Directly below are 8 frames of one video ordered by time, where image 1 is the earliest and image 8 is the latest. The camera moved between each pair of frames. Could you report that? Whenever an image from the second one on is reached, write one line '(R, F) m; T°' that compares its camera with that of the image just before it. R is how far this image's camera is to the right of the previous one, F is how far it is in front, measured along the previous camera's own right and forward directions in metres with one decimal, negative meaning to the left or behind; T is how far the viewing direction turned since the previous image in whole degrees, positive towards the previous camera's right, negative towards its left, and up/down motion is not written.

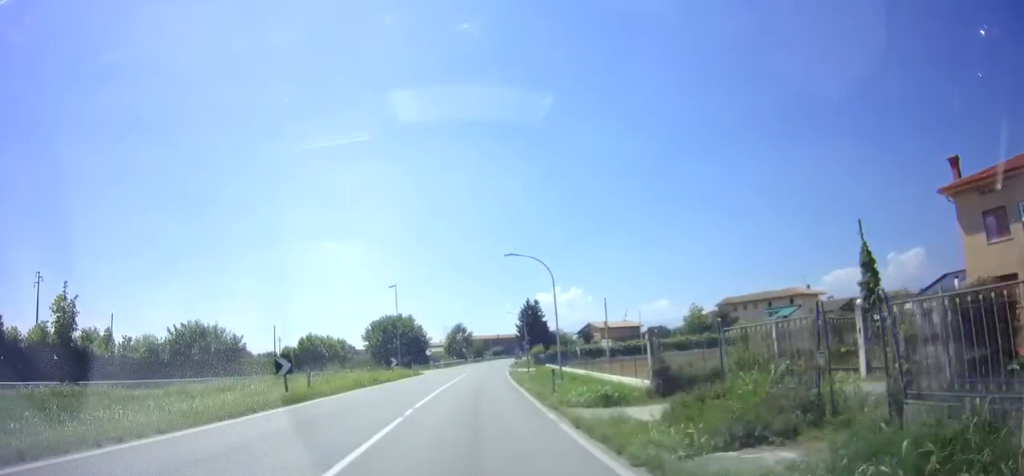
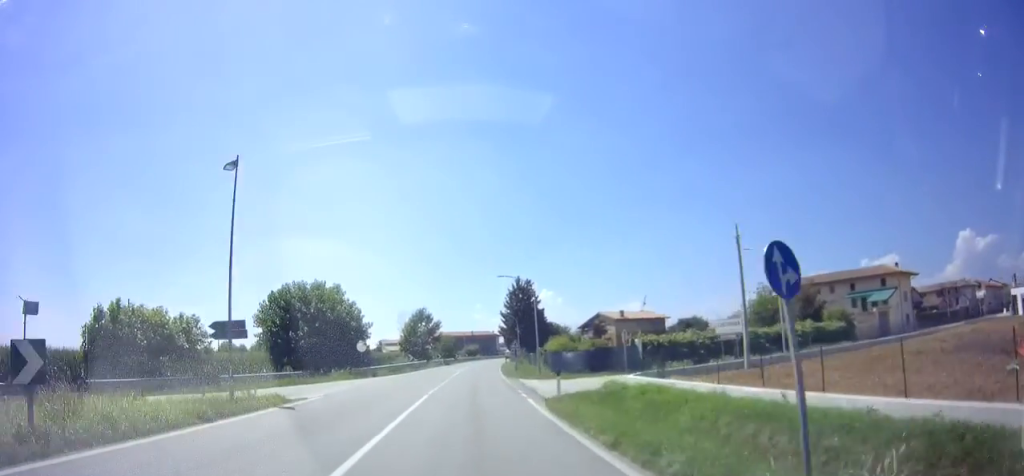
(+1.2, +30.7) m; +2°
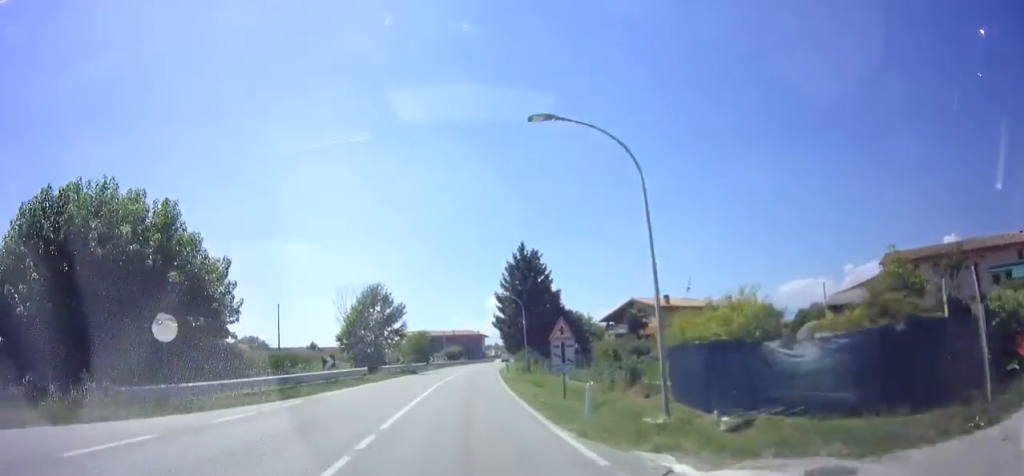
(+0.4, +25.4) m; +2°
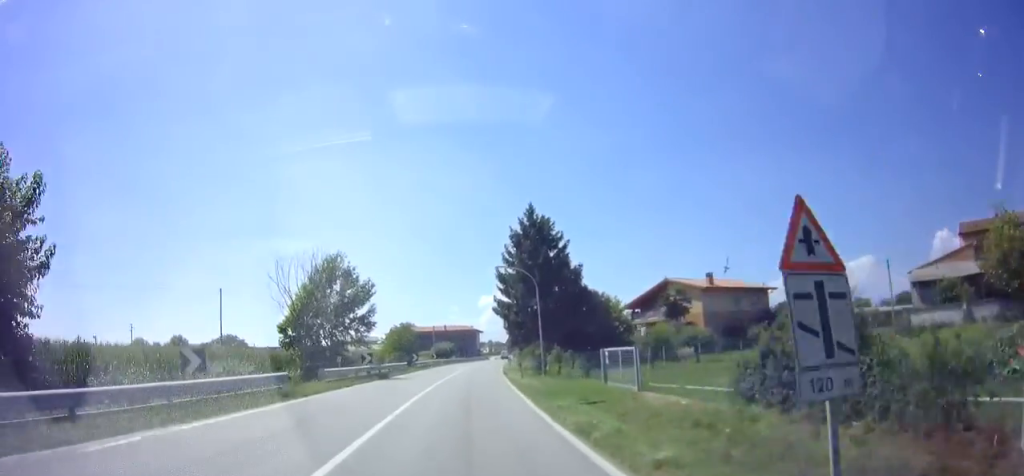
(+0.2, +12.4) m; +1°
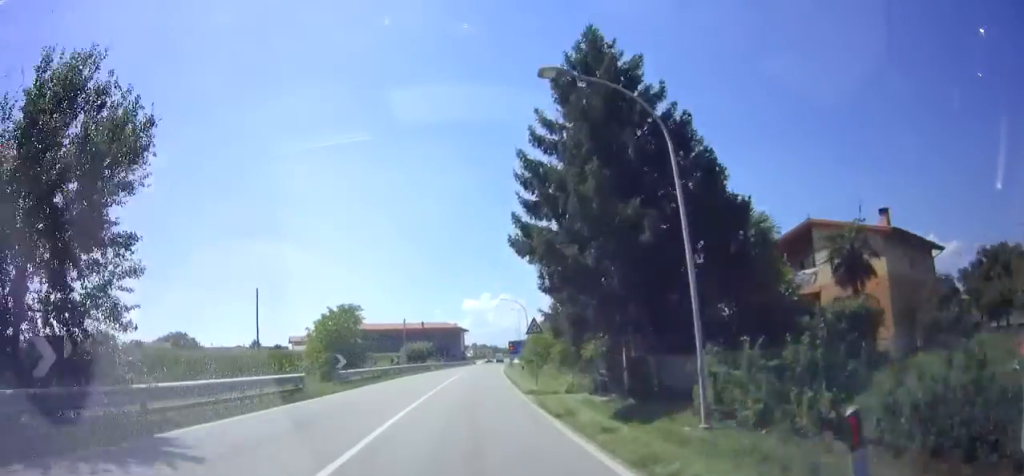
(+0.6, +23.7) m; +2°
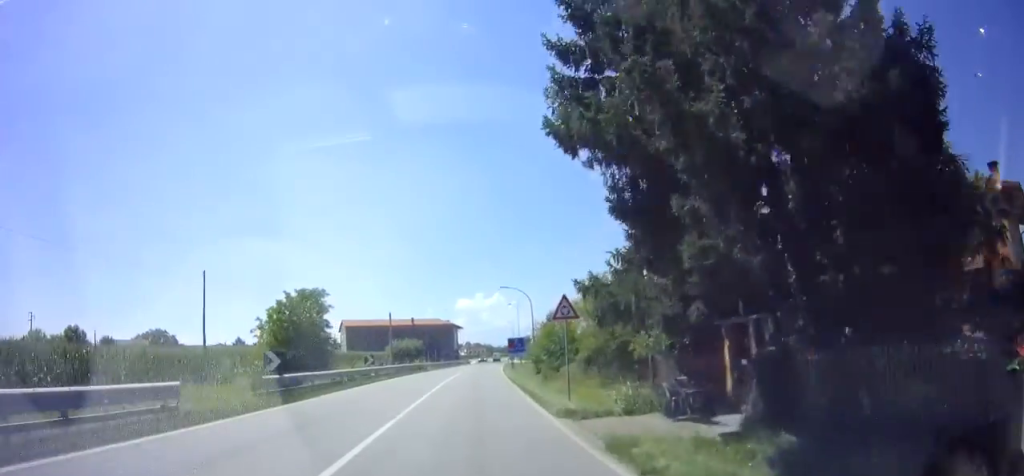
(+0.1, +7.7) m; 0°
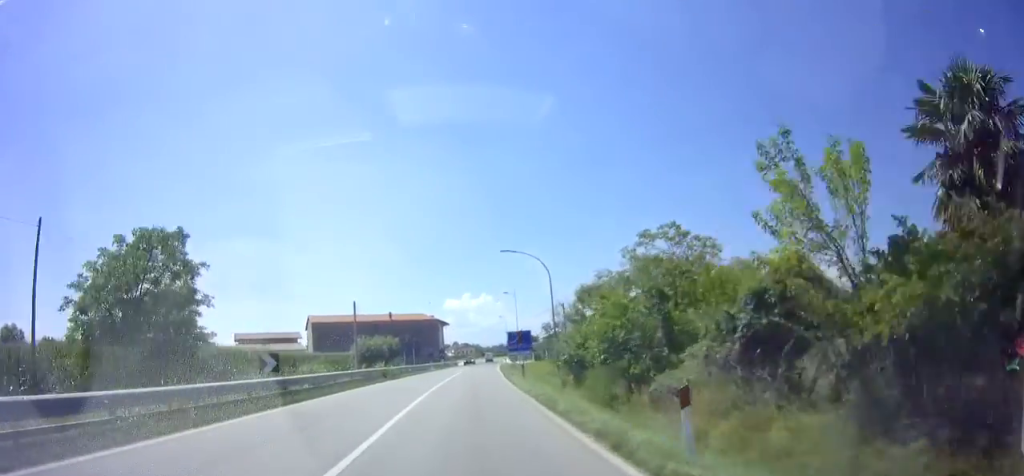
(-0.3, +13.7) m; 0°
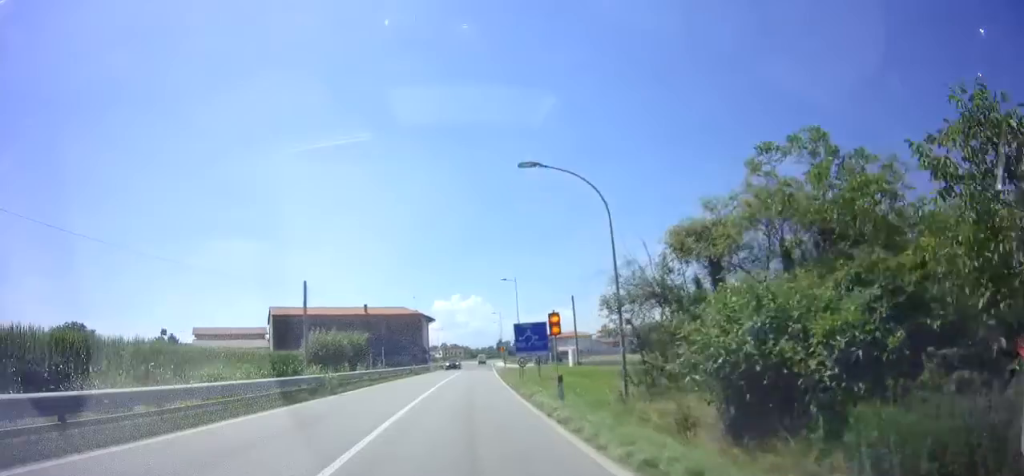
(+0.4, +12.8) m; +2°
